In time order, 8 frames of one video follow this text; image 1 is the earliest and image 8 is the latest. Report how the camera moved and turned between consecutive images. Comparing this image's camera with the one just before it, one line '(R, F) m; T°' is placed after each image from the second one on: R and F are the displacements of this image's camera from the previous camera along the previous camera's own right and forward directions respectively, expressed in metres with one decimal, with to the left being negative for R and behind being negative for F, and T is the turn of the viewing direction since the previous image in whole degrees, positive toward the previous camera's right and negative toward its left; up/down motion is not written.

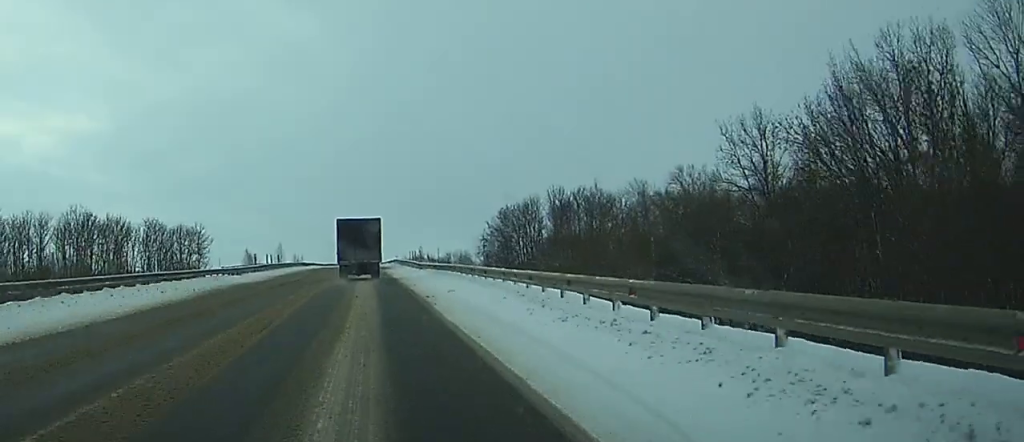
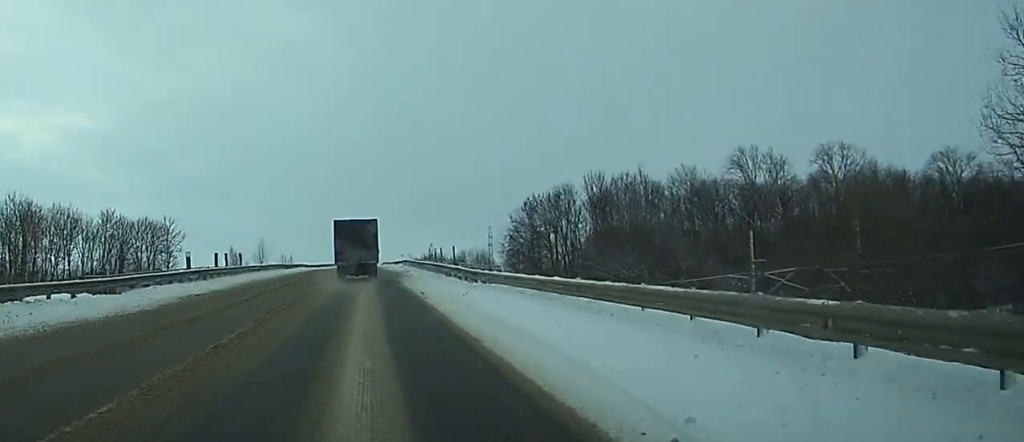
(0.0, +28.7) m; 0°
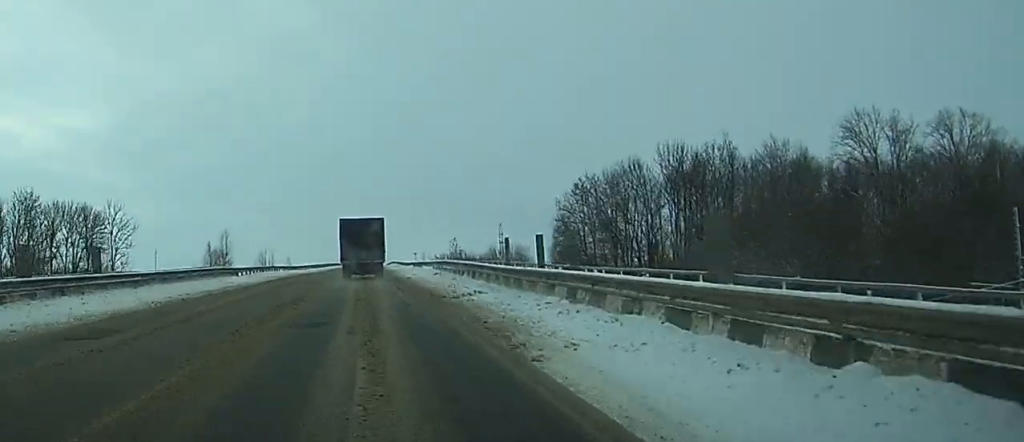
(+0.1, +36.0) m; 0°
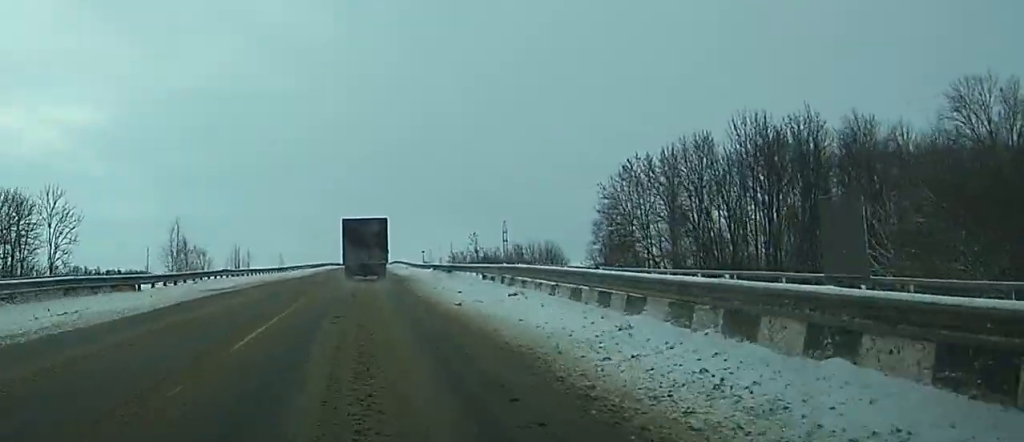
(+0.1, +23.5) m; 0°
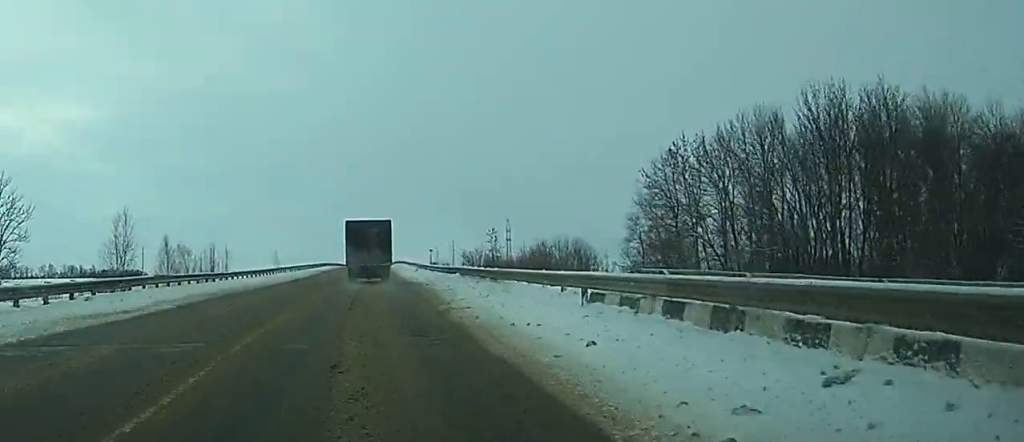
(0.0, +15.2) m; 0°
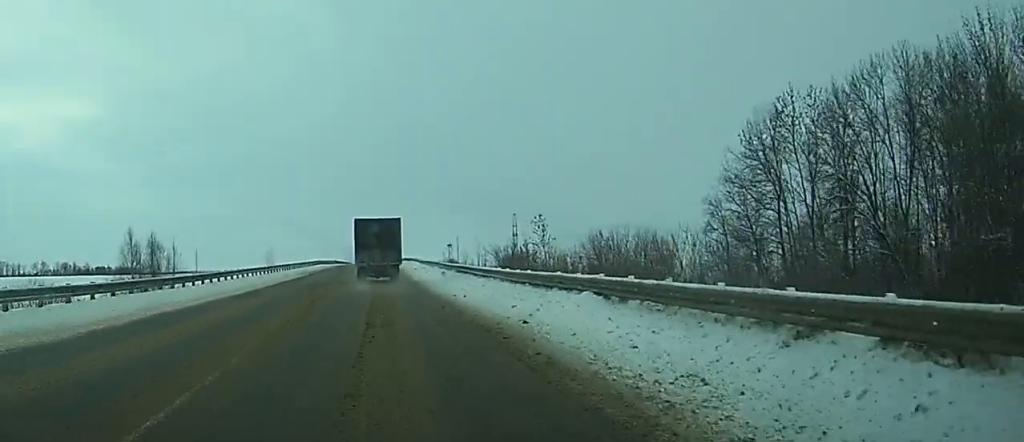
(-0.1, +22.8) m; 0°
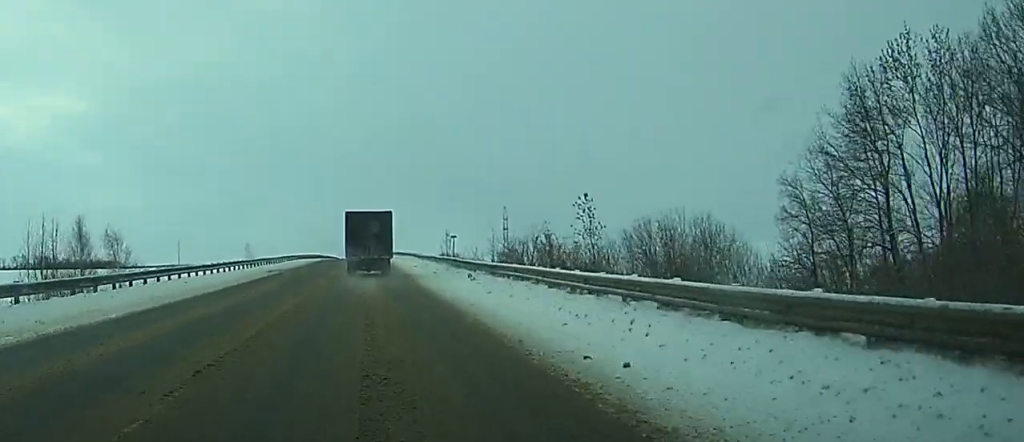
(0.0, +16.8) m; 0°
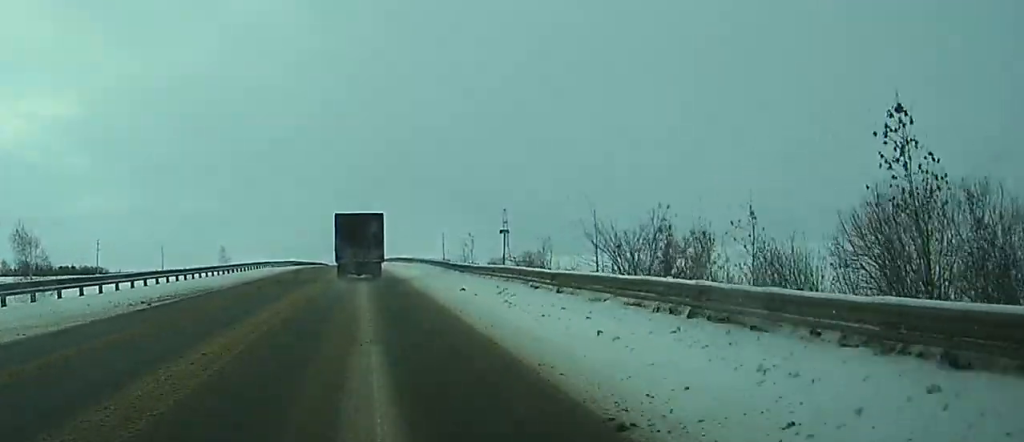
(0.0, +29.8) m; +1°
